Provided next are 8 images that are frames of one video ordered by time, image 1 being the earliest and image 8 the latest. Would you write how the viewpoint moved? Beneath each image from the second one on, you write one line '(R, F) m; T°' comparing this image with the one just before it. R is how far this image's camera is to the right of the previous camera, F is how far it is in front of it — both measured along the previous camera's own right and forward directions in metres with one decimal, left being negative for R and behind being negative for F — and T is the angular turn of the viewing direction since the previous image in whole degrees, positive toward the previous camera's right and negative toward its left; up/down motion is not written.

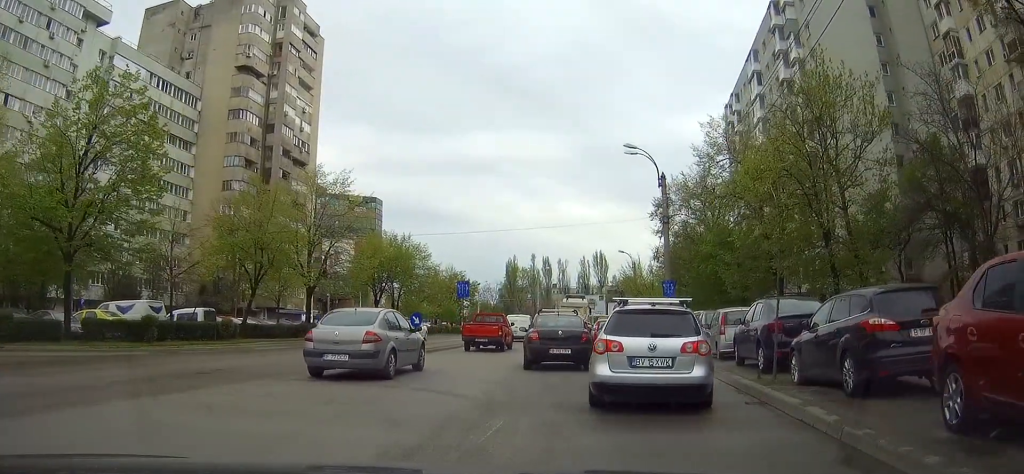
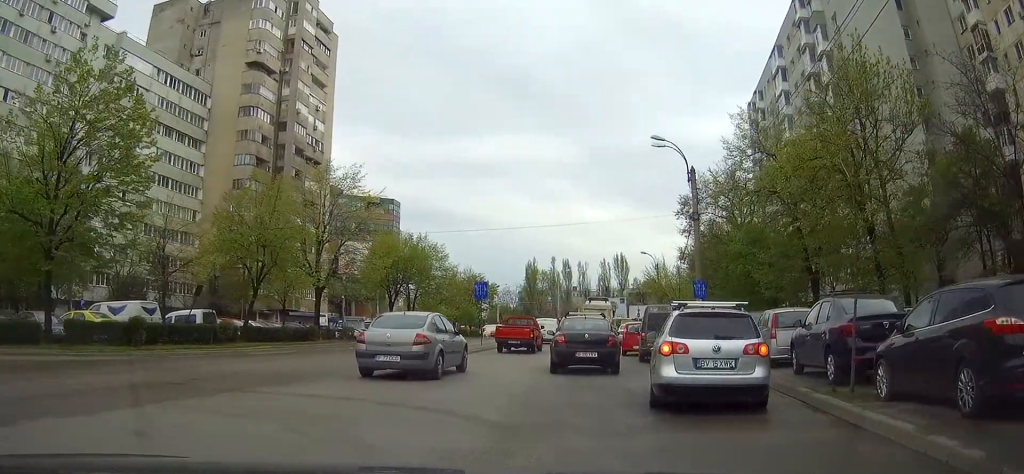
(0.0, +2.6) m; -2°
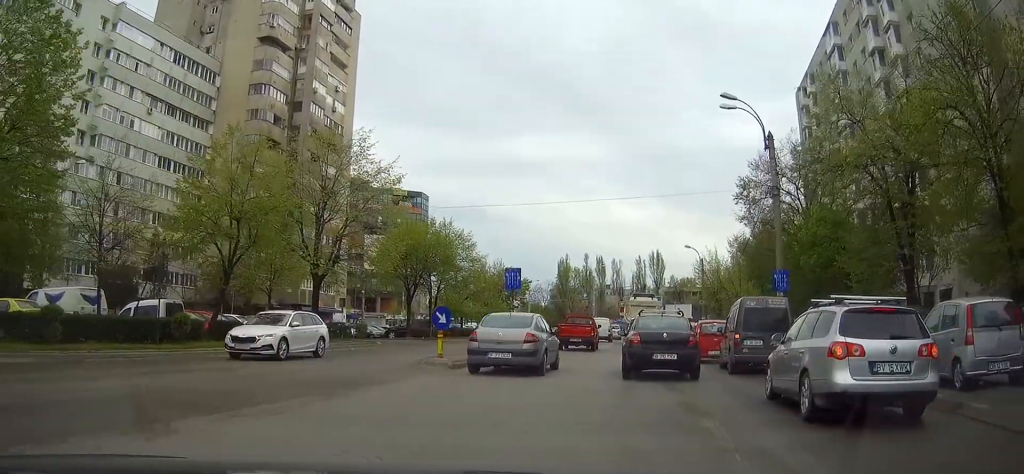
(-0.3, +7.3) m; 0°
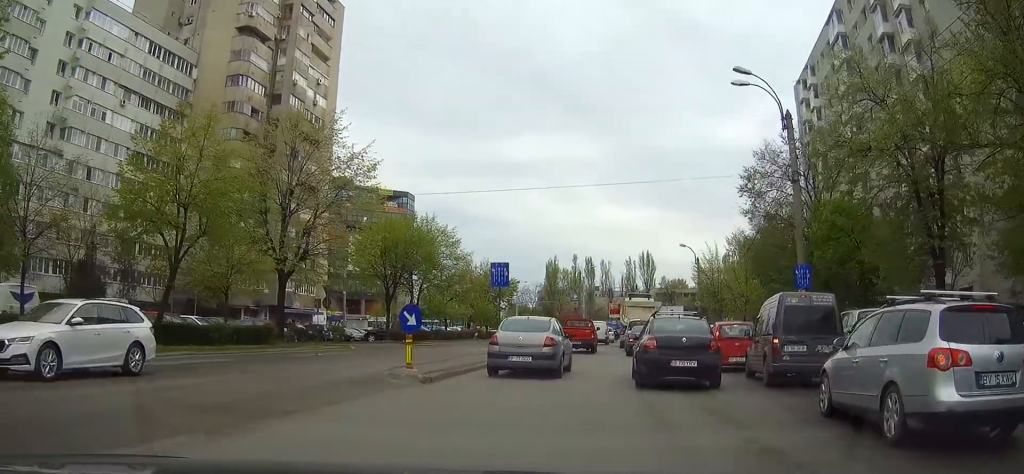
(+0.1, +4.0) m; +1°
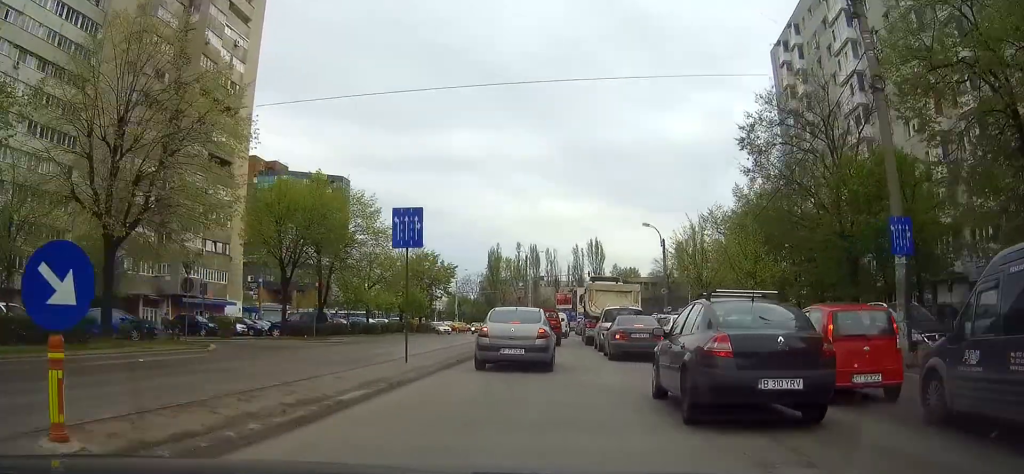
(+0.2, +10.7) m; +1°
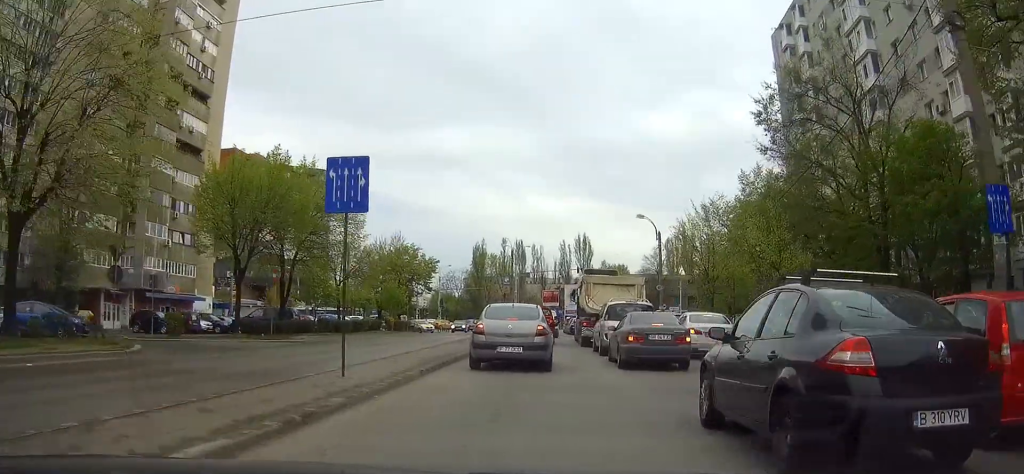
(0.0, +4.4) m; 0°
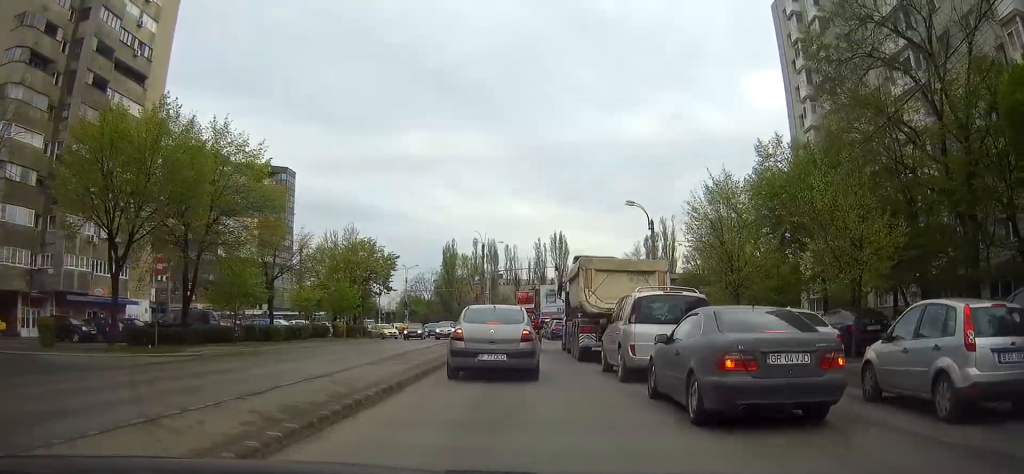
(0.0, +9.0) m; 0°
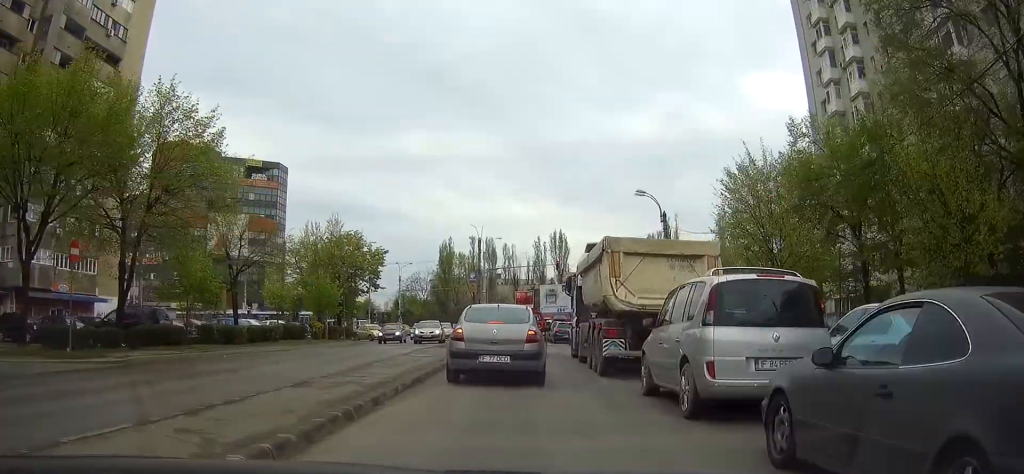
(0.0, +5.3) m; 0°
